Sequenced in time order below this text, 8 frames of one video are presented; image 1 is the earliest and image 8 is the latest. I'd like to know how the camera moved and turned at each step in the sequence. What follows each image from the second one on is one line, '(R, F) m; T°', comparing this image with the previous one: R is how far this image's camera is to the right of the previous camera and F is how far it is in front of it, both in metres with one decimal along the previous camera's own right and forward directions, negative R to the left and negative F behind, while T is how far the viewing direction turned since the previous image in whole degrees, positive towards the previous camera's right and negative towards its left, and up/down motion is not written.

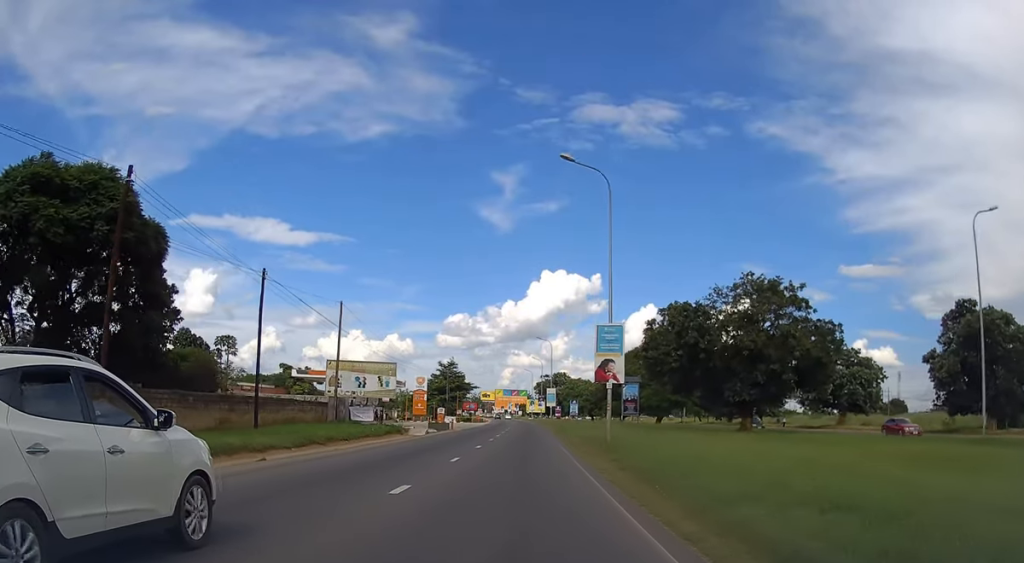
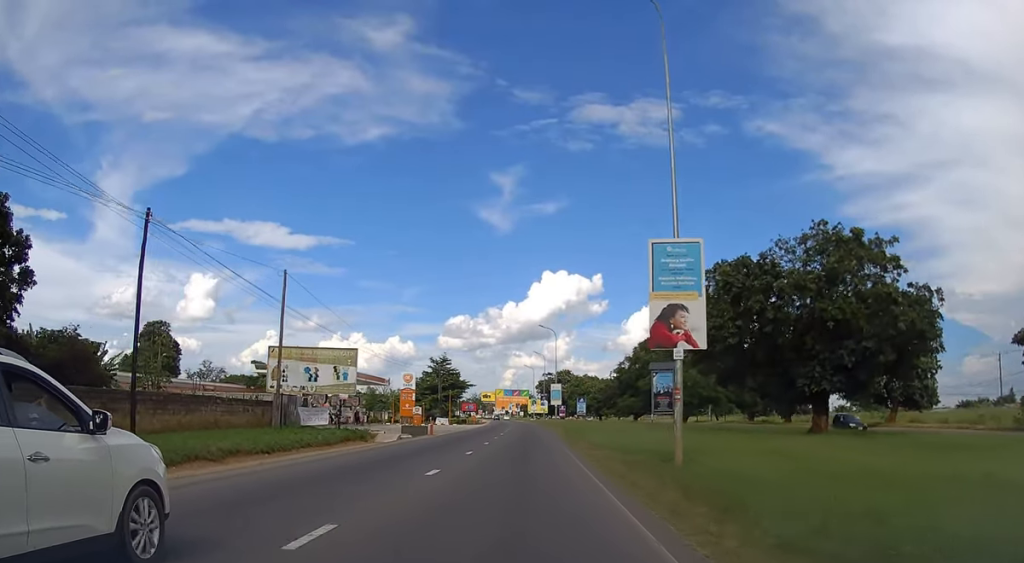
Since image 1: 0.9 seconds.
(0.0, +14.1) m; 0°
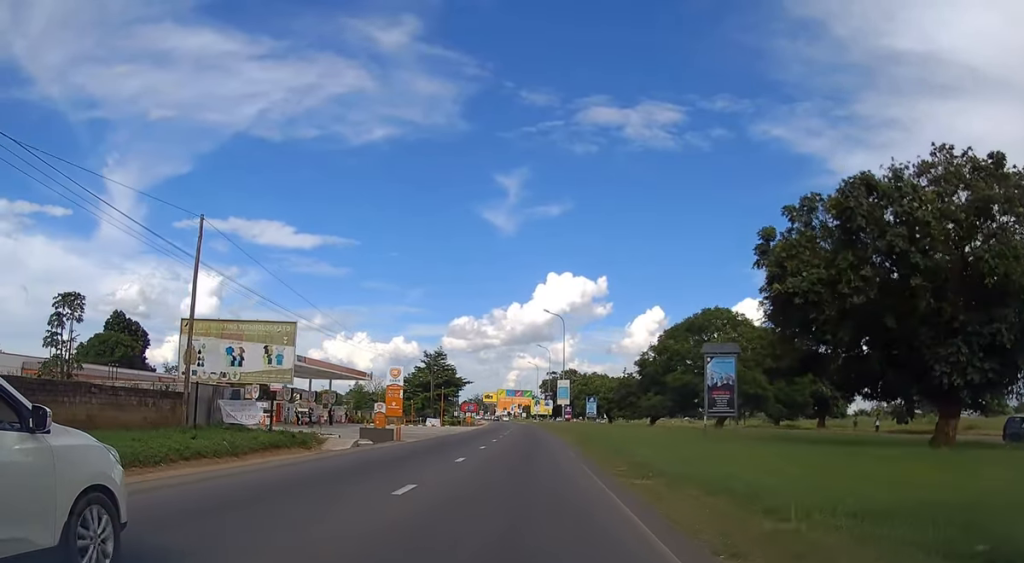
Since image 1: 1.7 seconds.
(-0.1, +13.1) m; -1°
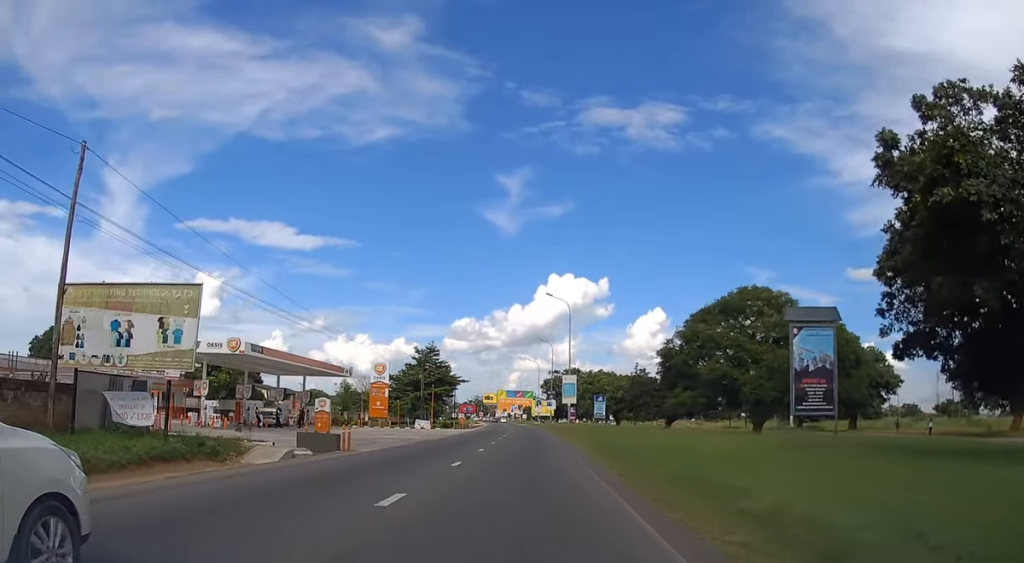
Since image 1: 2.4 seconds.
(-0.1, +10.6) m; 0°
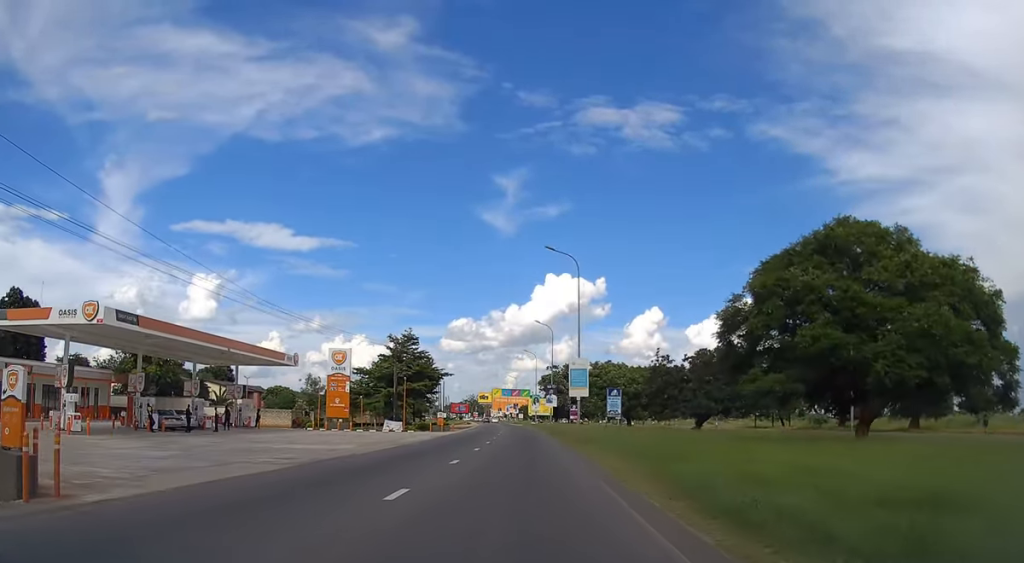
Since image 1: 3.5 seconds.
(+0.1, +17.3) m; +1°
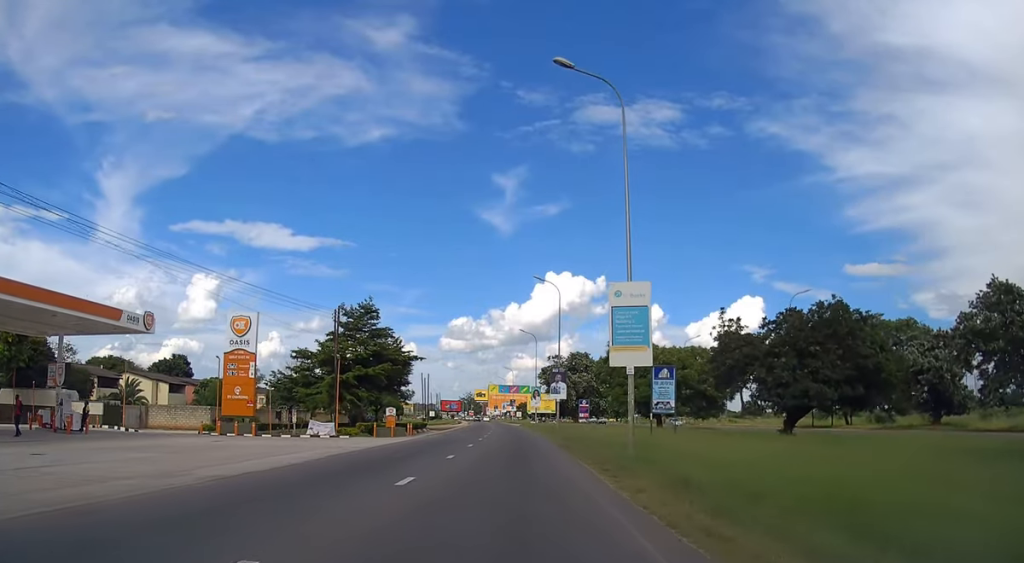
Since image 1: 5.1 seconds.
(+0.1, +24.8) m; 0°
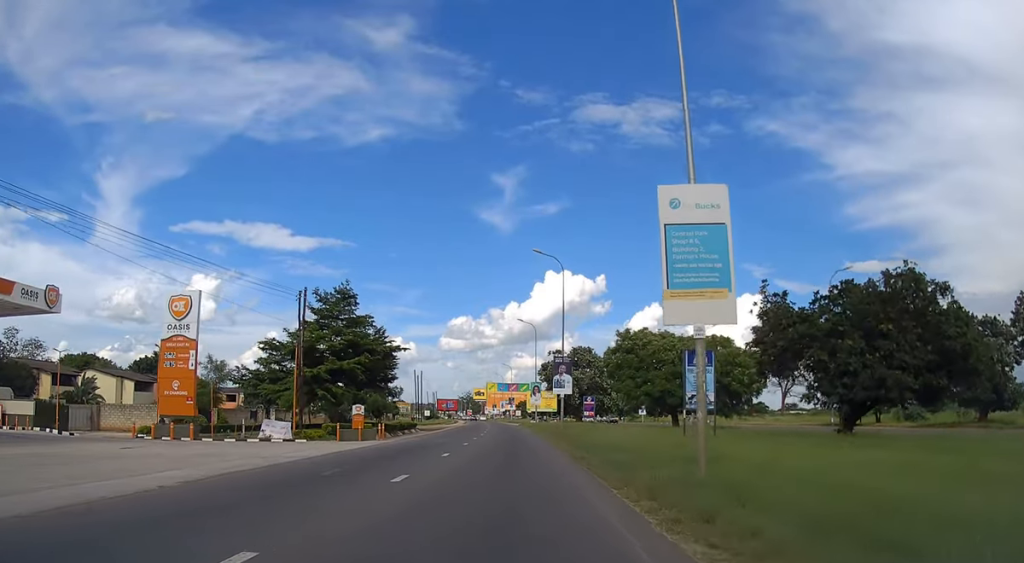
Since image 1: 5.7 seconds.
(0.0, +8.8) m; 0°
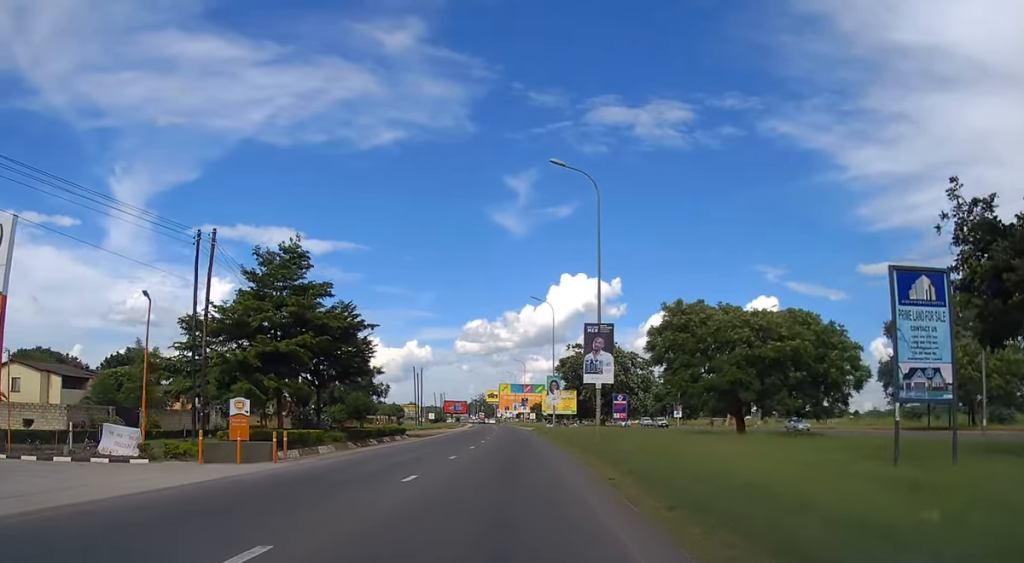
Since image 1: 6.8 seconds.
(-0.1, +17.6) m; -1°
